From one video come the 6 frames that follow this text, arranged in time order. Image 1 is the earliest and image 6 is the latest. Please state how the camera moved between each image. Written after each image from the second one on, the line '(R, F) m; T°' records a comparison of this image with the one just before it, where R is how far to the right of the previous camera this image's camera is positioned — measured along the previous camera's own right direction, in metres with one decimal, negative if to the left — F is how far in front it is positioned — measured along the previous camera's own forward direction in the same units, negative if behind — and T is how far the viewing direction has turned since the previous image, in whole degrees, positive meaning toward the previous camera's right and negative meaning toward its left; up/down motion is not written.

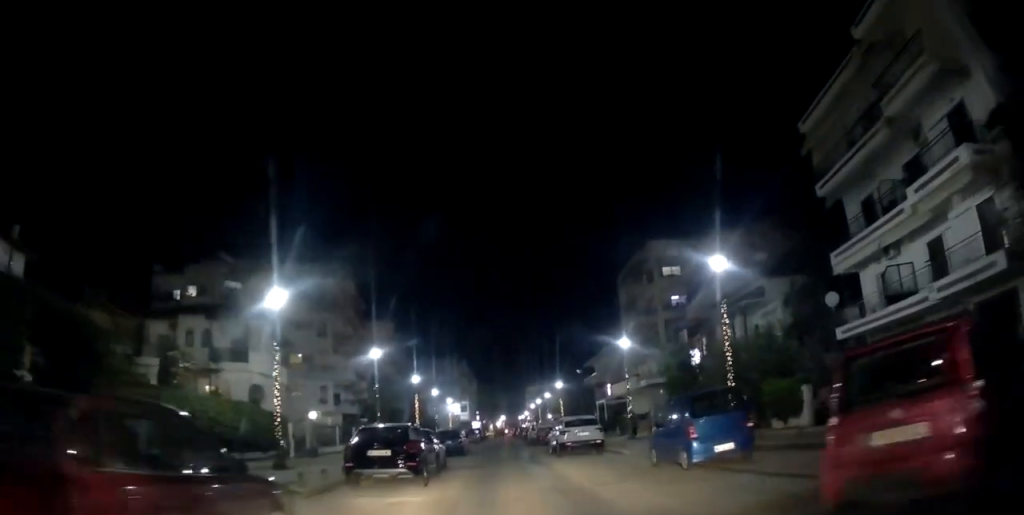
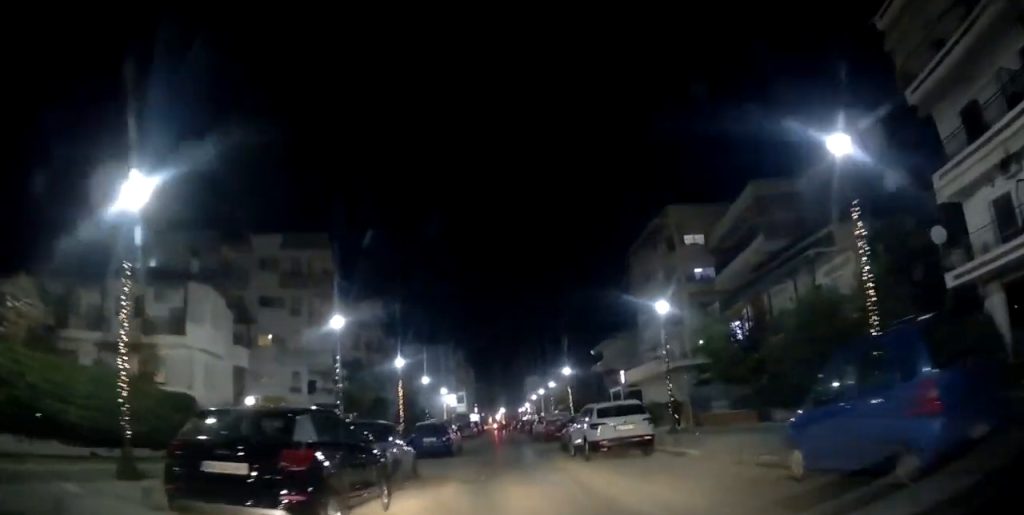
(+0.3, +7.6) m; +2°
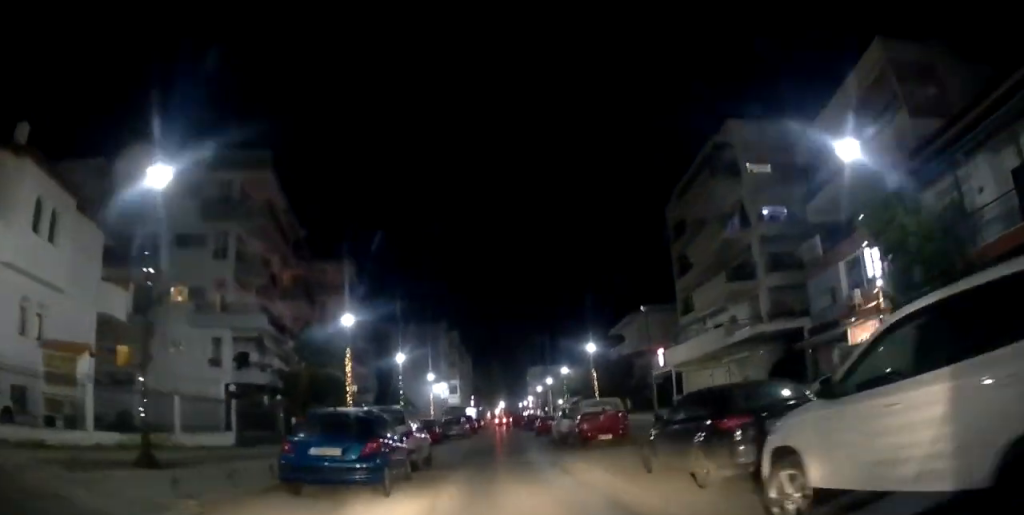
(0.0, +13.2) m; +1°
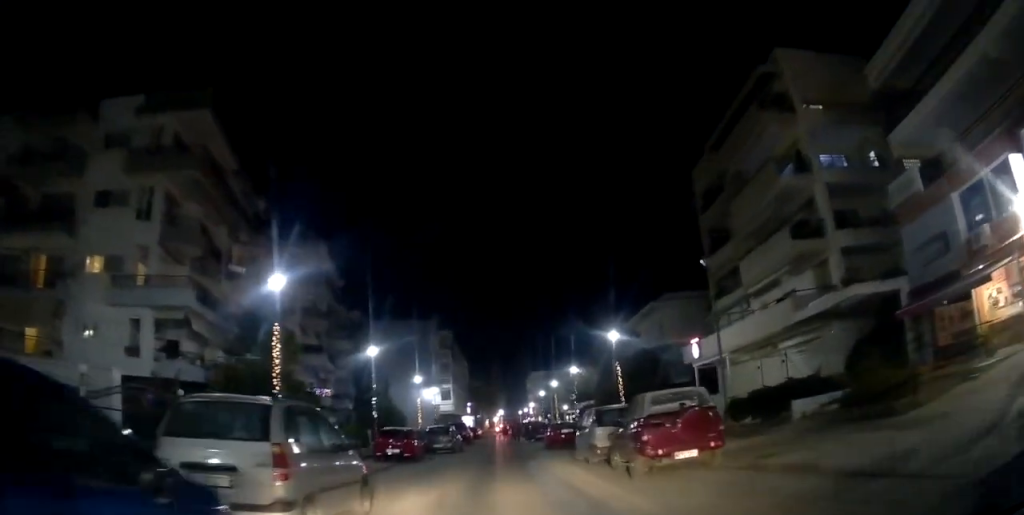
(0.0, +8.0) m; 0°
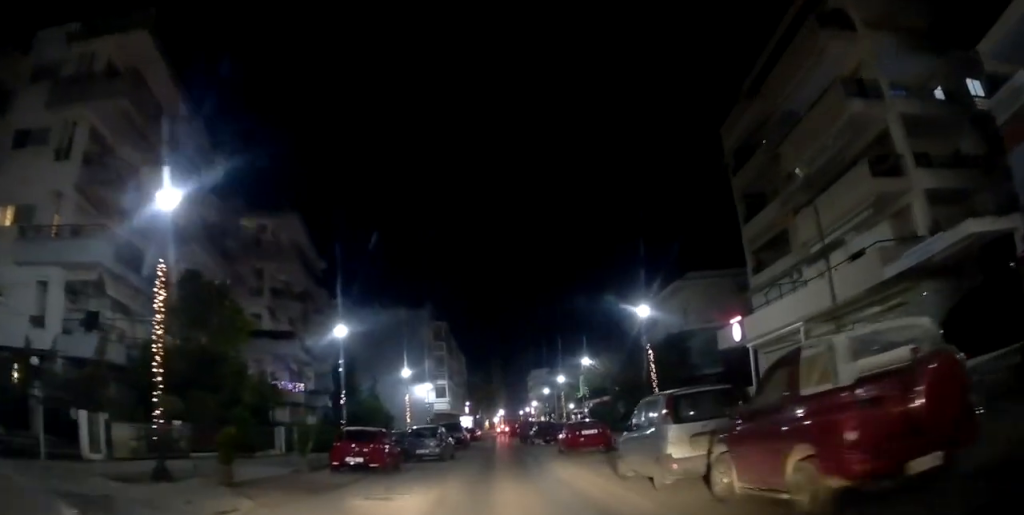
(0.0, +6.3) m; -3°
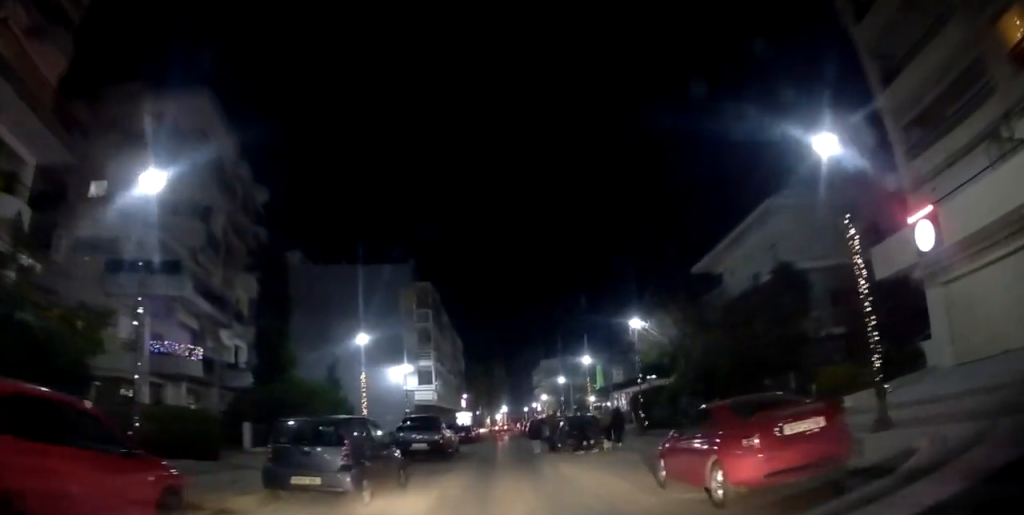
(-0.3, +14.5) m; +1°
